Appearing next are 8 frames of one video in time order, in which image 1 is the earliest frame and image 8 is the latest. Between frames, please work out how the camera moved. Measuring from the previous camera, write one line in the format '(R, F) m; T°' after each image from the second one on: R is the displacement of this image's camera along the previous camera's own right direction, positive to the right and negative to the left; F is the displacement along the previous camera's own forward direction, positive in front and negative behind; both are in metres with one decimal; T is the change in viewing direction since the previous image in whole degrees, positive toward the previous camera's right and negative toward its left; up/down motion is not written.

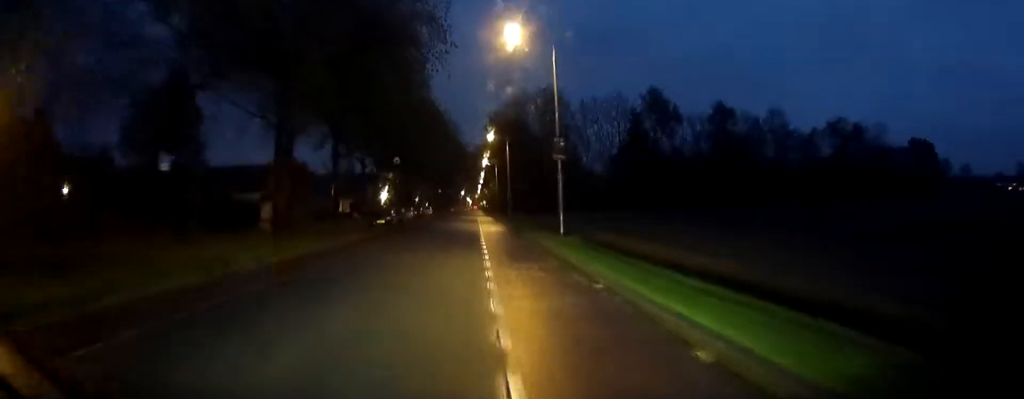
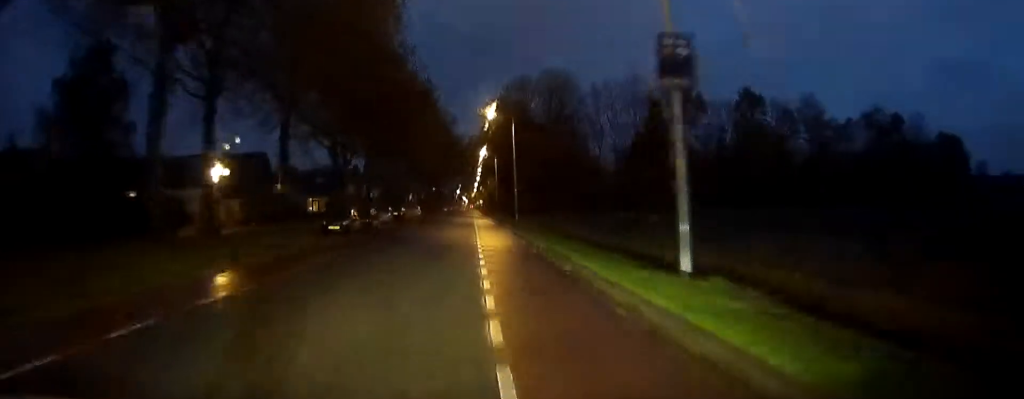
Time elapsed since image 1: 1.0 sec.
(0.0, +14.2) m; 0°
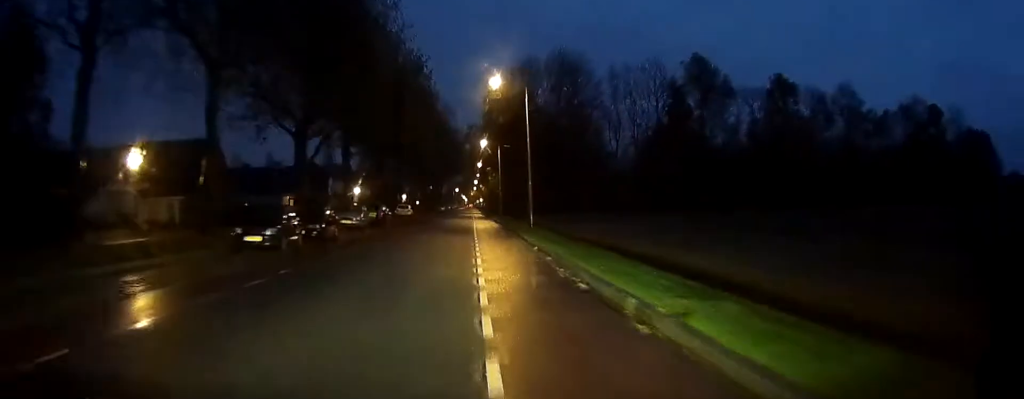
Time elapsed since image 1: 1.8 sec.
(0.0, +11.8) m; 0°
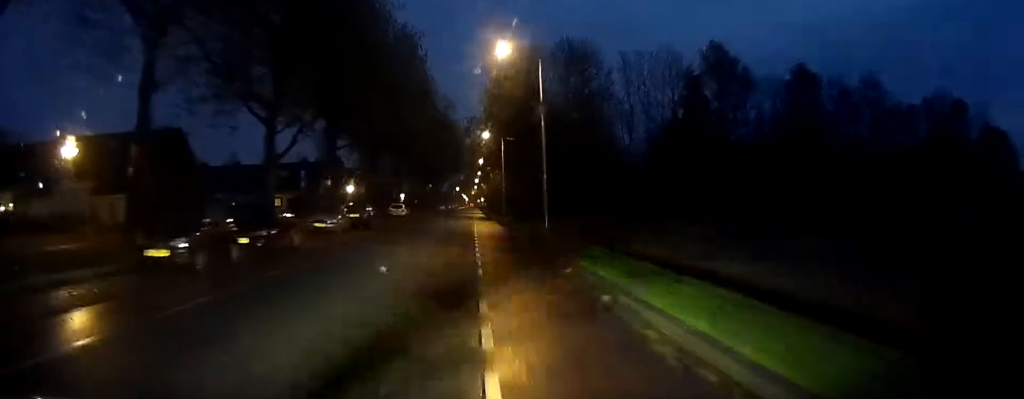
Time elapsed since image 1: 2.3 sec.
(+0.1, +6.6) m; 0°
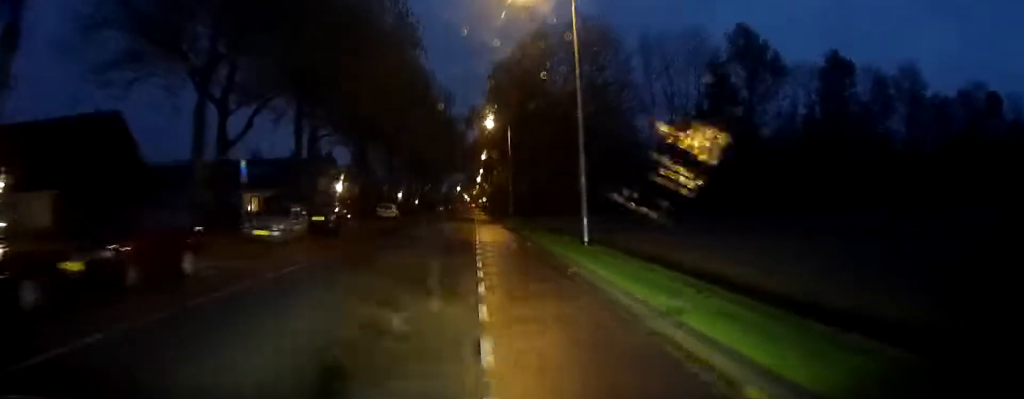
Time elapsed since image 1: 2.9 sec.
(-0.1, +8.7) m; -1°
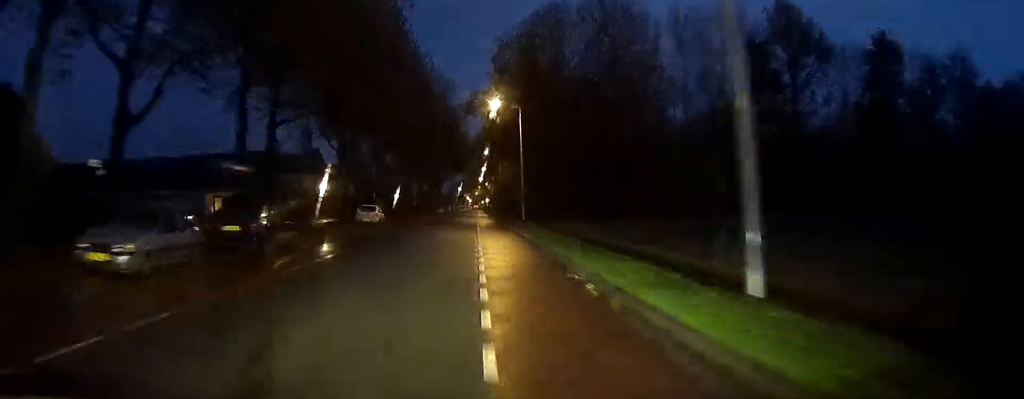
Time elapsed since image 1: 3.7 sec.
(-0.1, +10.4) m; 0°
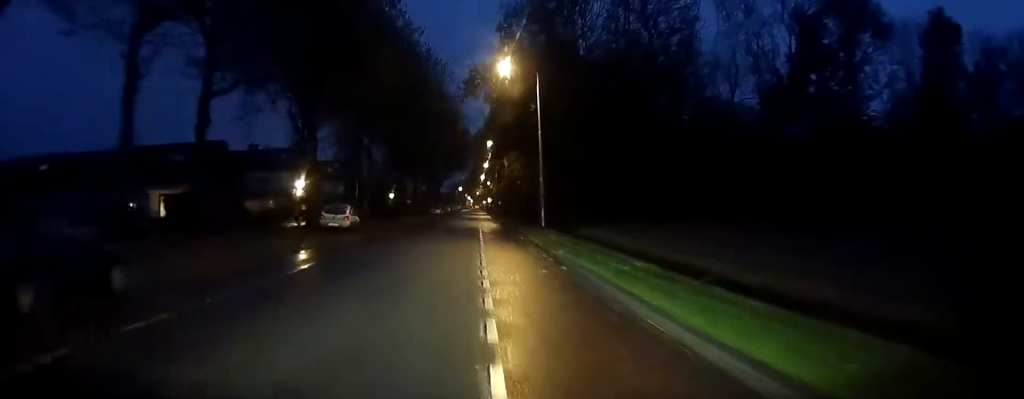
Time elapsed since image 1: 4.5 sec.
(0.0, +10.7) m; 0°
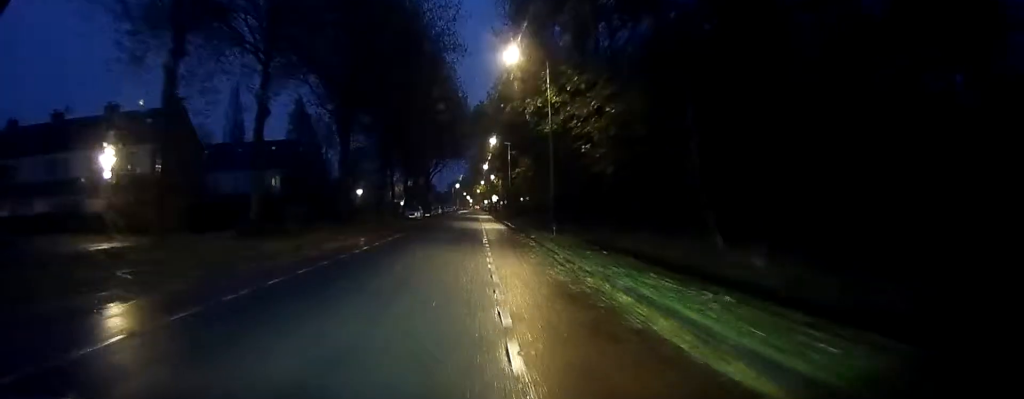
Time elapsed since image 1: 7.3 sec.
(+0.3, +36.7) m; 0°
